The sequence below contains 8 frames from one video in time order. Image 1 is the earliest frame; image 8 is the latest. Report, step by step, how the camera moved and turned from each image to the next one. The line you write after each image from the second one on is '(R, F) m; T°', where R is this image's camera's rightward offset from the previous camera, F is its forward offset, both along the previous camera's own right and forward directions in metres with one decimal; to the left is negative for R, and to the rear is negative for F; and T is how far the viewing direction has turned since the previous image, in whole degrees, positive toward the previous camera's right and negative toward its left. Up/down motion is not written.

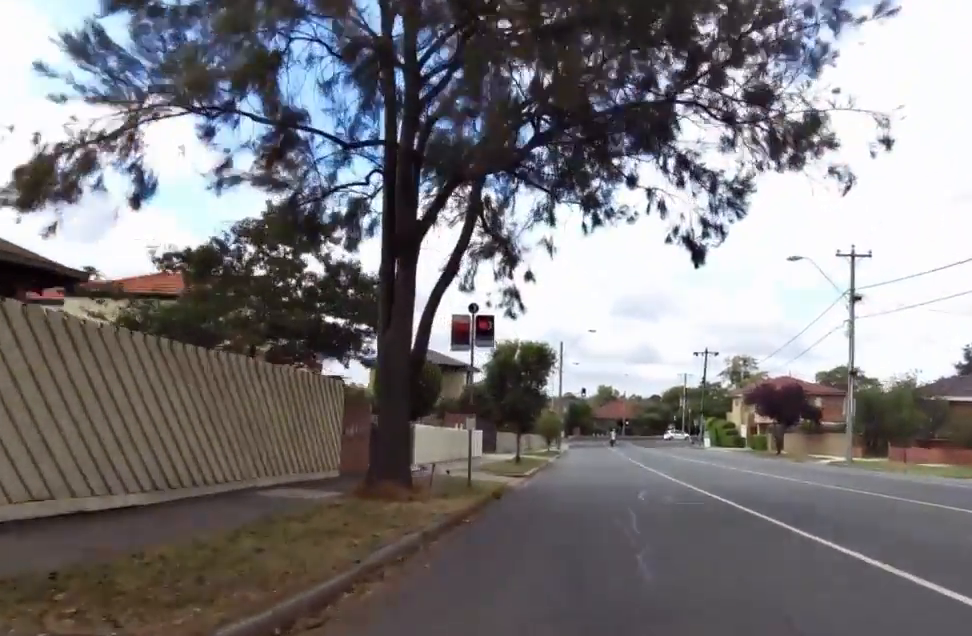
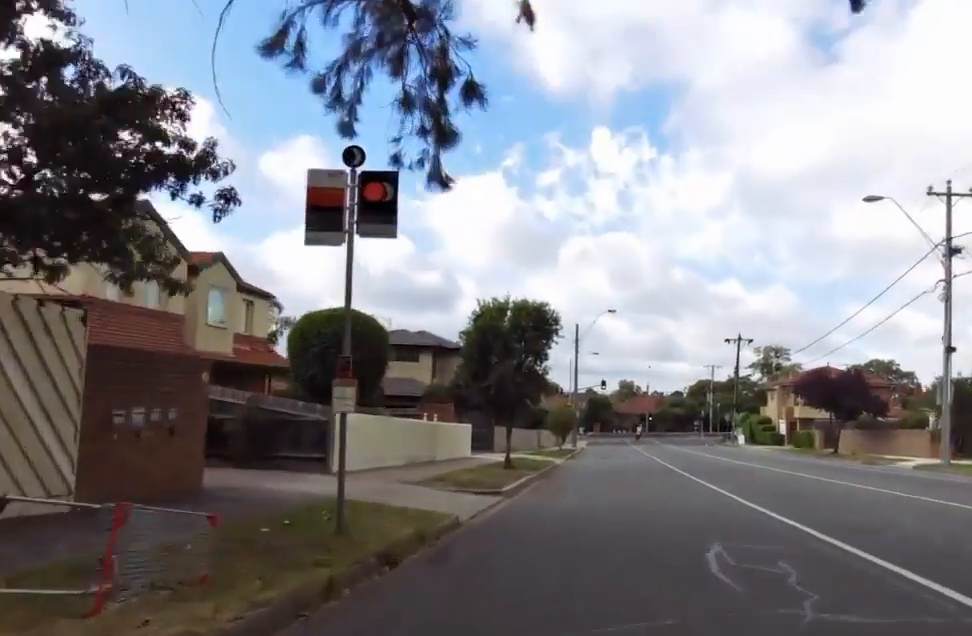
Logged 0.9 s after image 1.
(0.0, +8.6) m; -3°
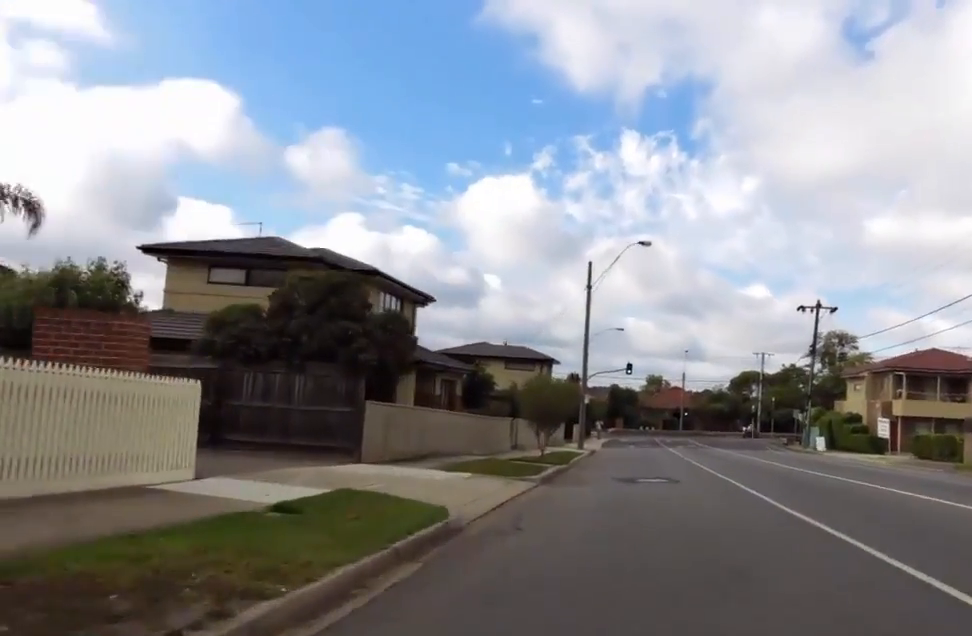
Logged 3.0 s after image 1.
(-1.6, +21.2) m; -5°
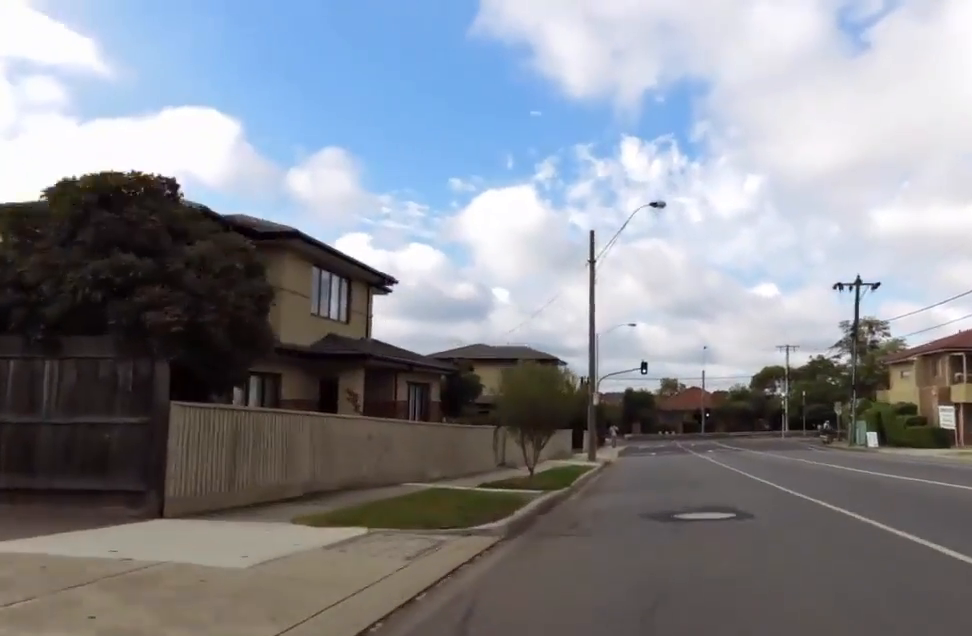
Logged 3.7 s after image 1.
(+0.2, +7.1) m; 0°
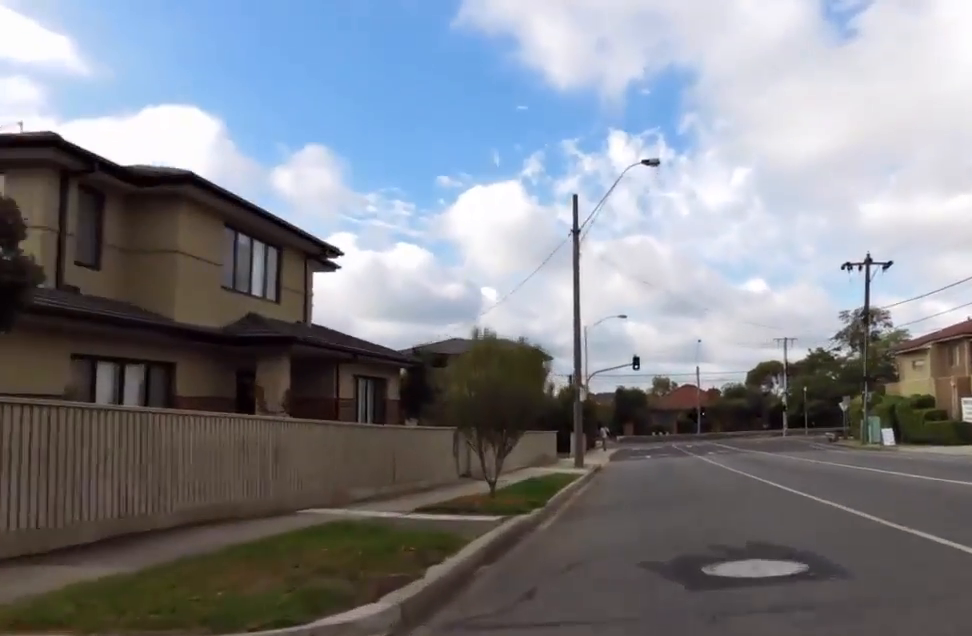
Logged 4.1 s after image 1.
(-0.4, +4.0) m; 0°
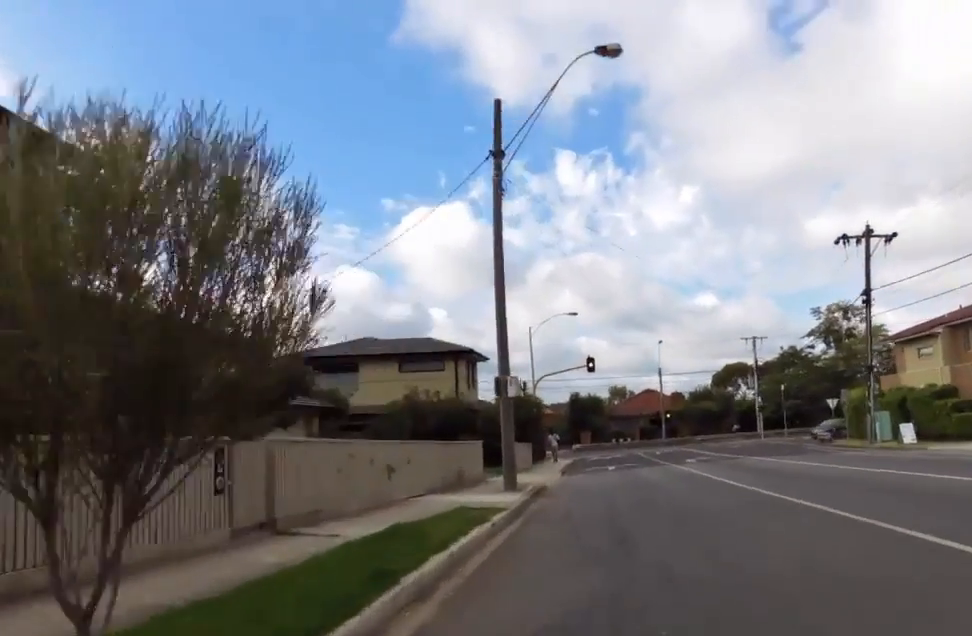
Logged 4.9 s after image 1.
(+0.2, +7.8) m; 0°
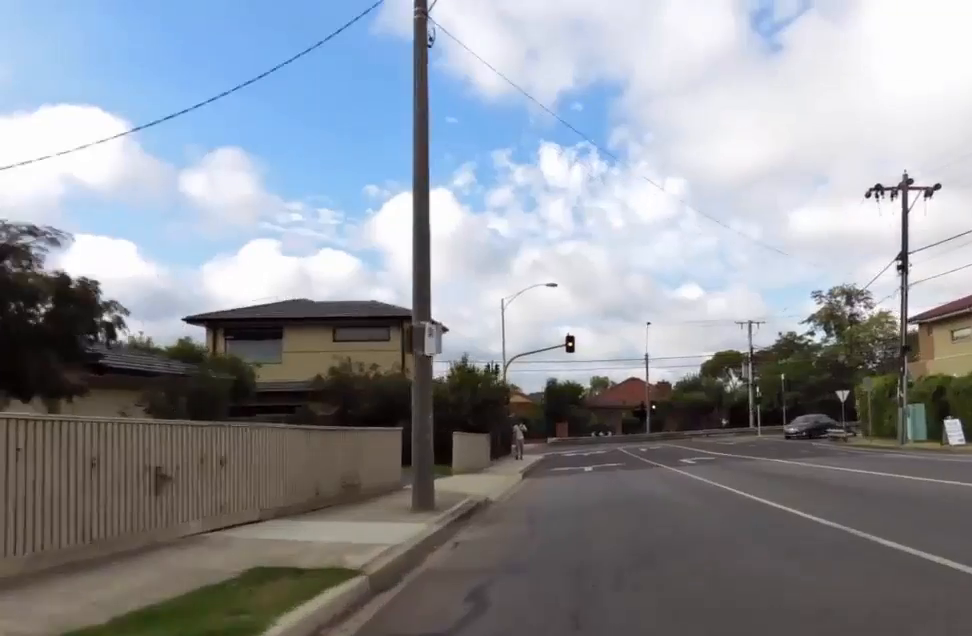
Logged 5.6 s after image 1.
(+0.5, +6.0) m; 0°
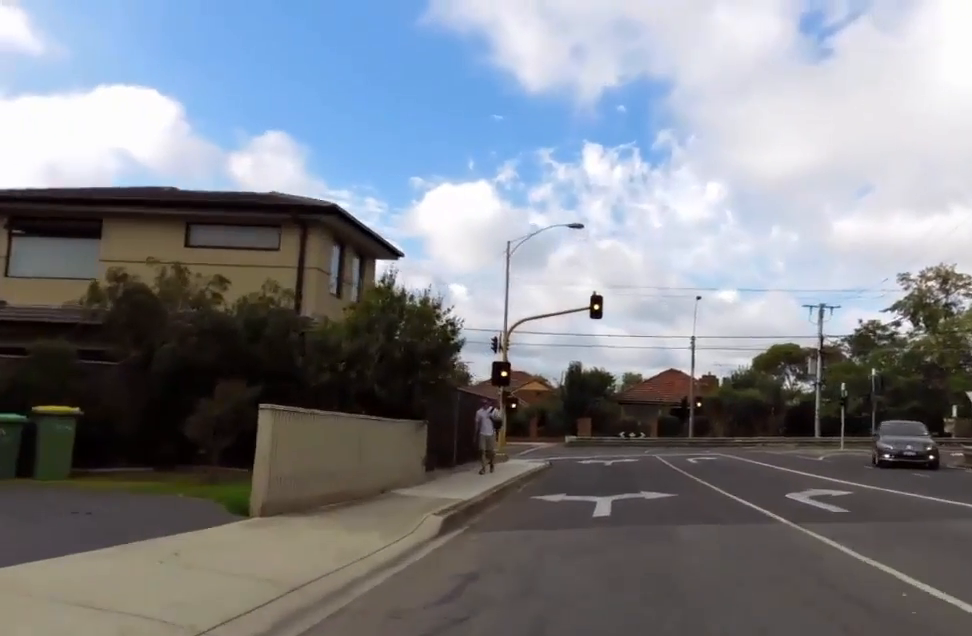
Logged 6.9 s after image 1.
(-0.3, +11.8) m; +1°
